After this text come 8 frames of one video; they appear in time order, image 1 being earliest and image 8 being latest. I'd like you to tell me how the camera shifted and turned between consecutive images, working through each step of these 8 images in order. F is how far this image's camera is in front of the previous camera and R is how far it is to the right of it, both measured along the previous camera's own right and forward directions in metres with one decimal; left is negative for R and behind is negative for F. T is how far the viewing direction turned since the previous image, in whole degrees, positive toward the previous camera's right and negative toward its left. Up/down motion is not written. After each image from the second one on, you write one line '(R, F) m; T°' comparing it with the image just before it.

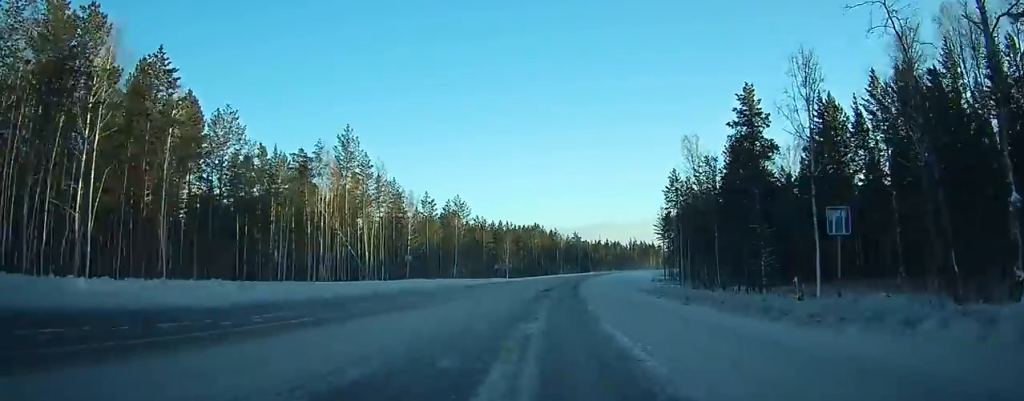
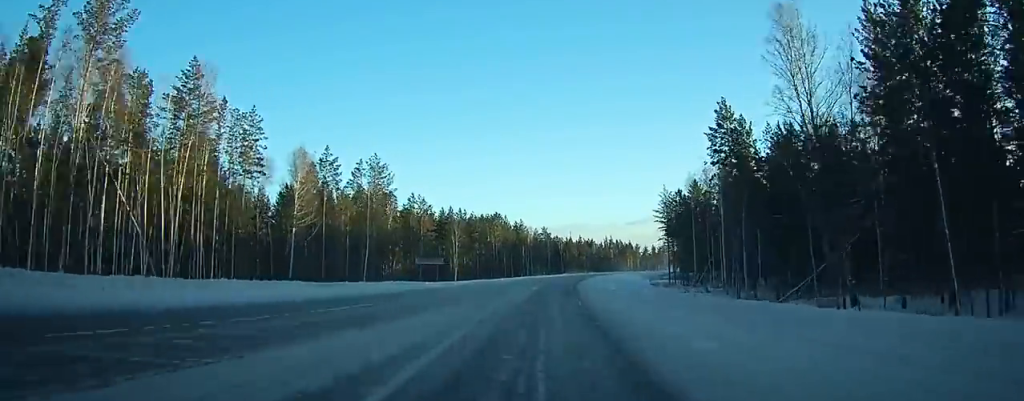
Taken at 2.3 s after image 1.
(+0.9, +45.0) m; +3°
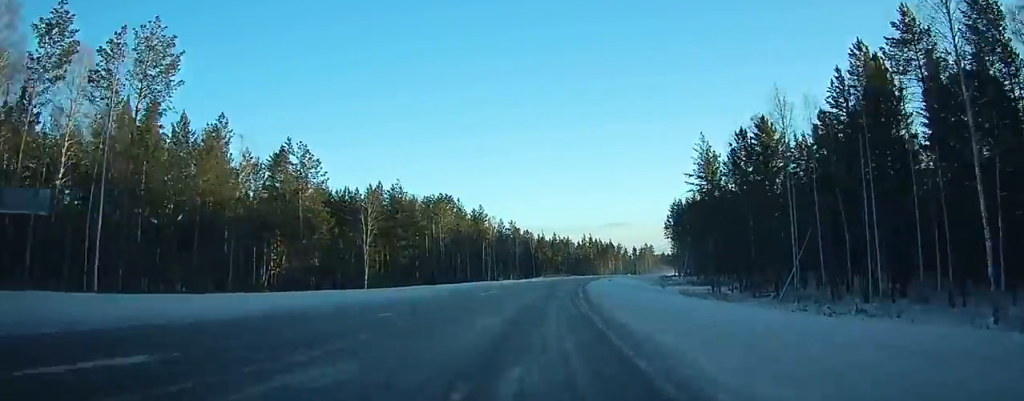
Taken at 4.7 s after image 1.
(+1.2, +49.3) m; +3°
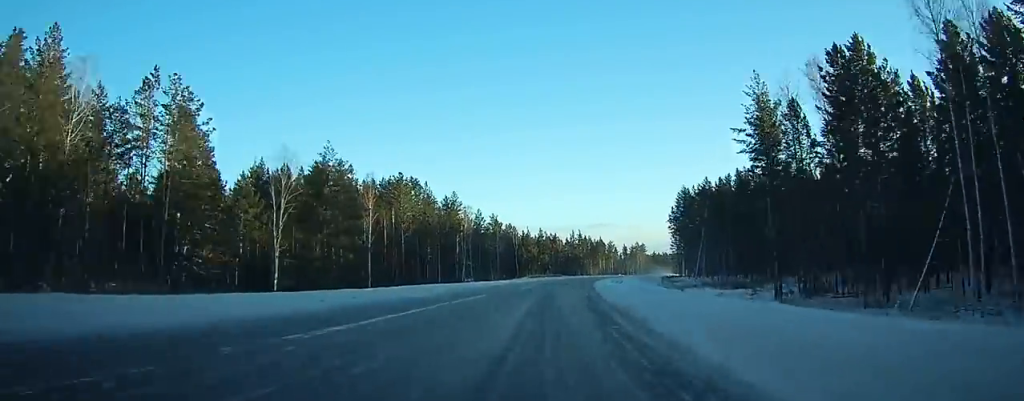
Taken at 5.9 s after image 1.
(+0.1, +25.2) m; +2°
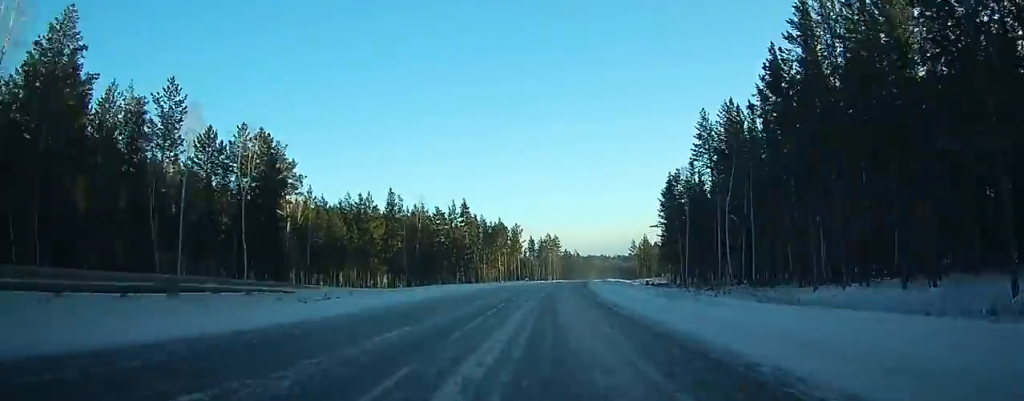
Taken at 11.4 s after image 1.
(+14.1, +119.4) m; +11°
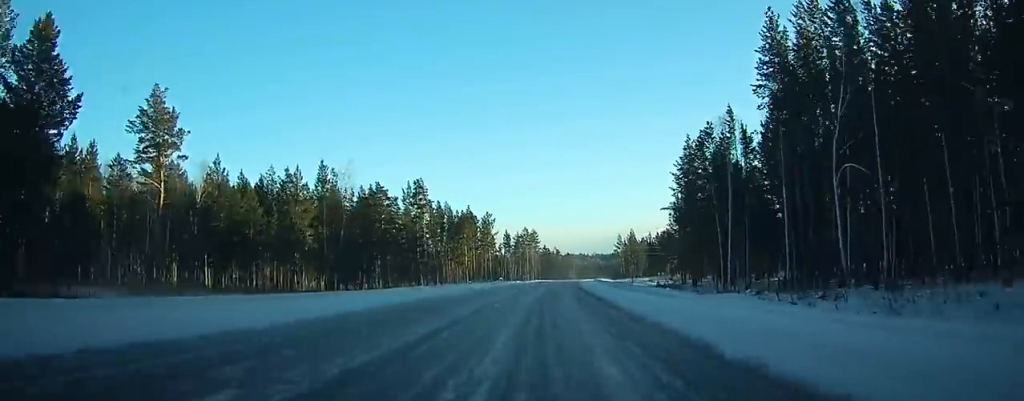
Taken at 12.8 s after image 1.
(+0.1, +30.8) m; +1°
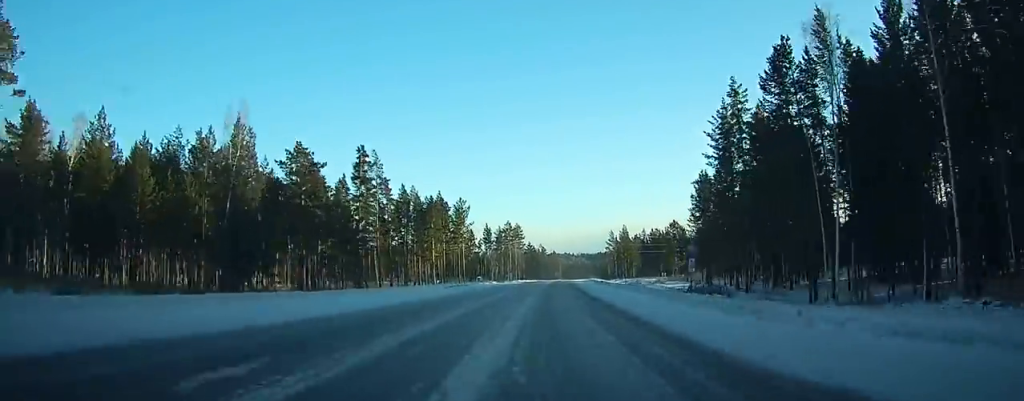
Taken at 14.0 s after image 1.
(+0.3, +26.4) m; +2°
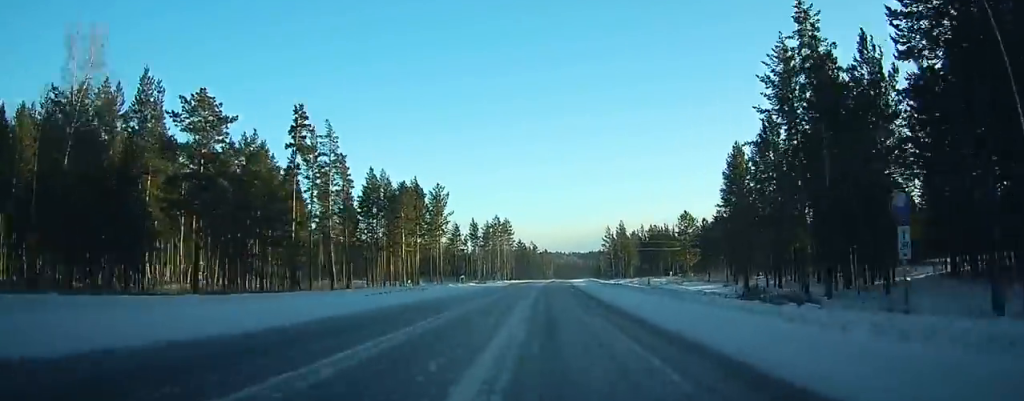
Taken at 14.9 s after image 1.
(+0.3, +19.0) m; +1°
